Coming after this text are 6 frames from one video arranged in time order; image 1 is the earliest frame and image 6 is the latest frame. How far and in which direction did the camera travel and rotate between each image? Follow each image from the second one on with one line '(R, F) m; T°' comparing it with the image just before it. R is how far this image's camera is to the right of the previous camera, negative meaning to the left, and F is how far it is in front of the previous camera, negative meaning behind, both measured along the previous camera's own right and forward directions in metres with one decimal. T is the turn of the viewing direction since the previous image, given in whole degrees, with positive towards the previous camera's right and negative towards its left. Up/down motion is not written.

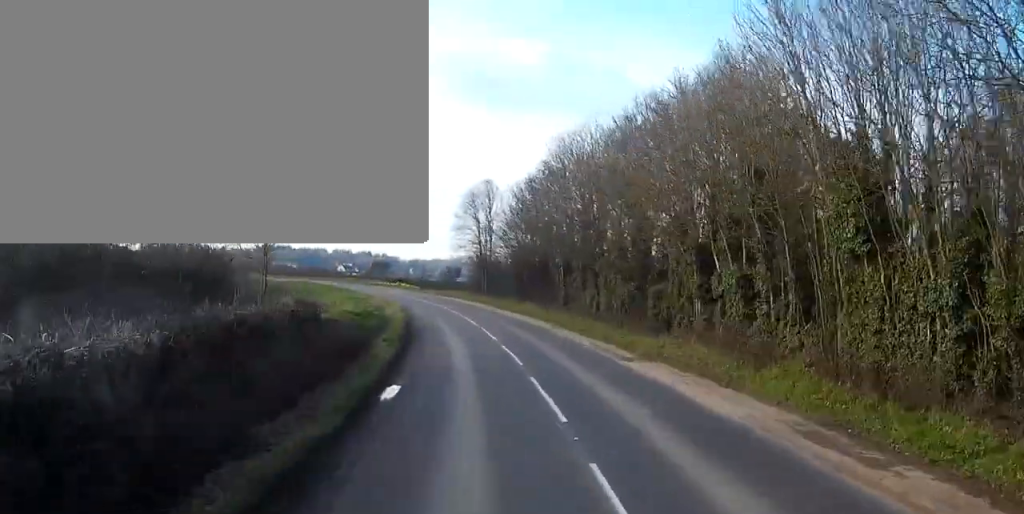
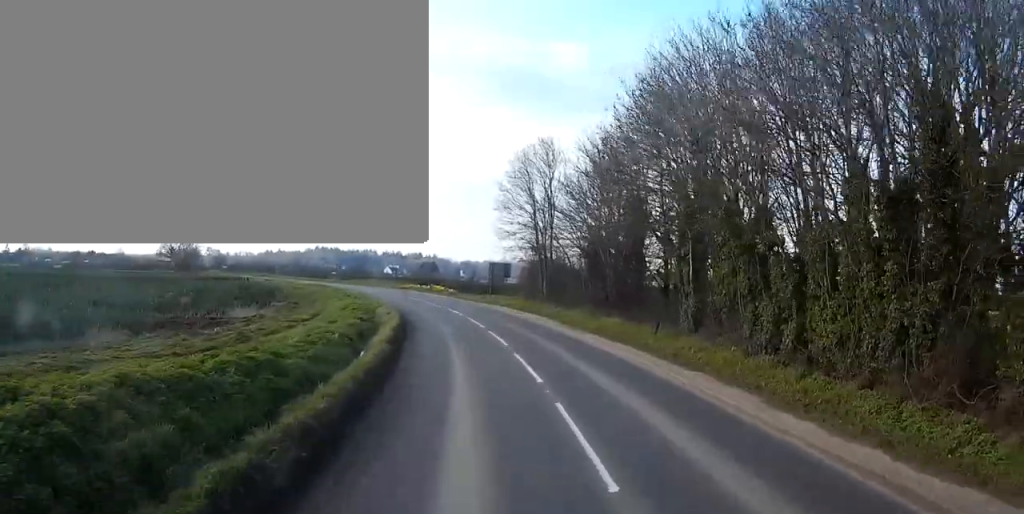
(-1.3, +21.8) m; -5°
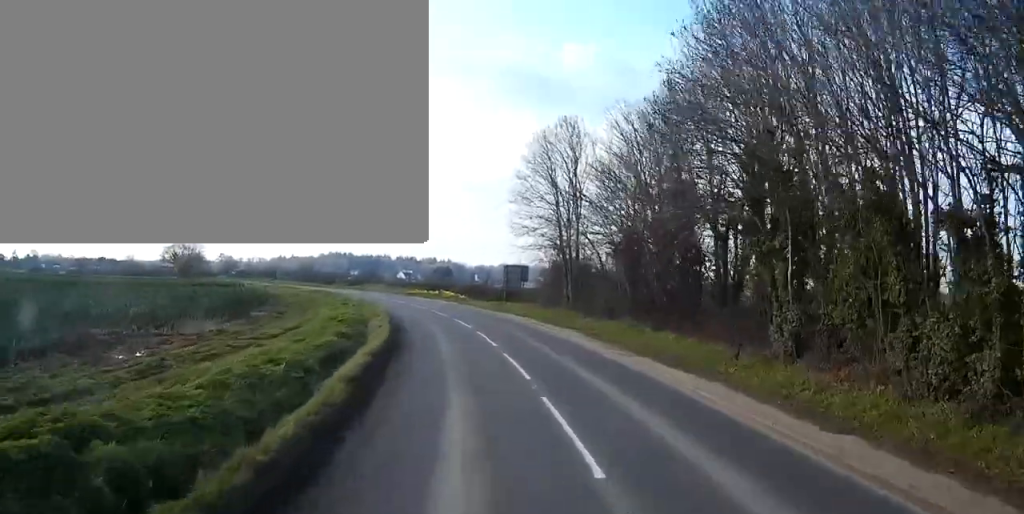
(0.0, +8.0) m; -2°
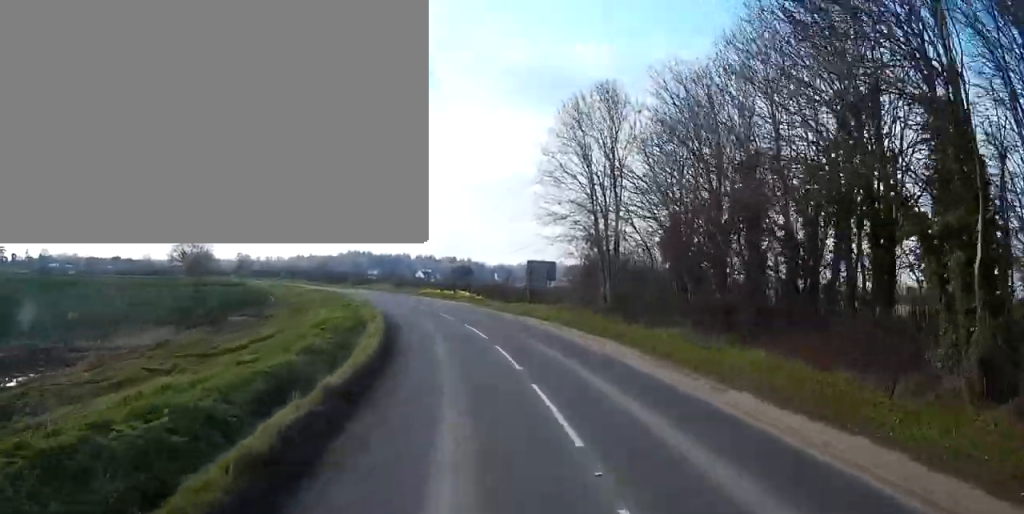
(-0.2, +7.4) m; -2°
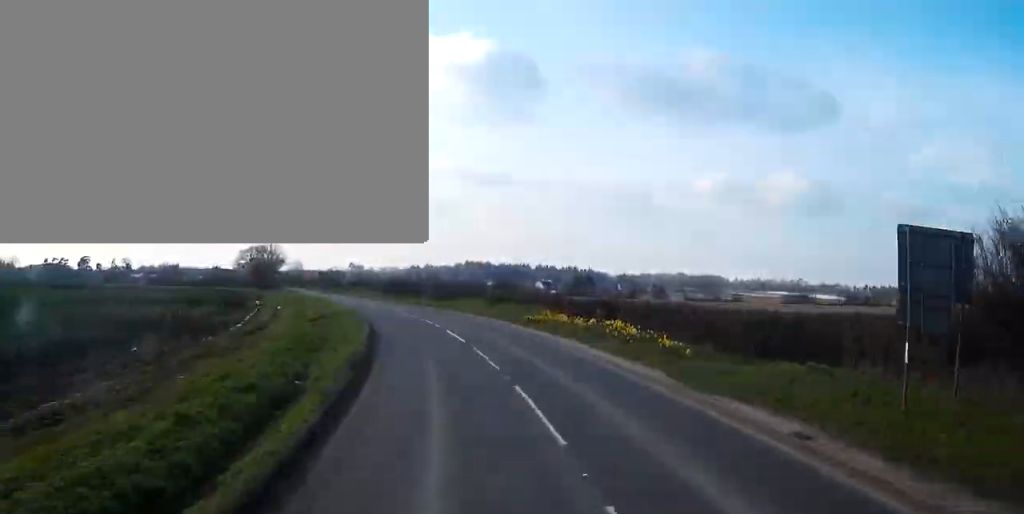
(-3.4, +34.5) m; -11°
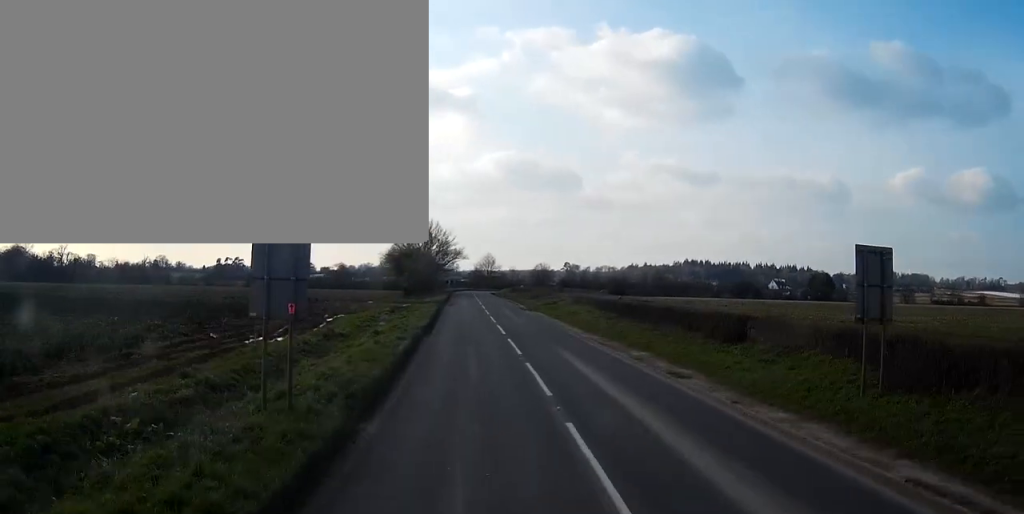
(-7.8, +57.5) m; -15°
